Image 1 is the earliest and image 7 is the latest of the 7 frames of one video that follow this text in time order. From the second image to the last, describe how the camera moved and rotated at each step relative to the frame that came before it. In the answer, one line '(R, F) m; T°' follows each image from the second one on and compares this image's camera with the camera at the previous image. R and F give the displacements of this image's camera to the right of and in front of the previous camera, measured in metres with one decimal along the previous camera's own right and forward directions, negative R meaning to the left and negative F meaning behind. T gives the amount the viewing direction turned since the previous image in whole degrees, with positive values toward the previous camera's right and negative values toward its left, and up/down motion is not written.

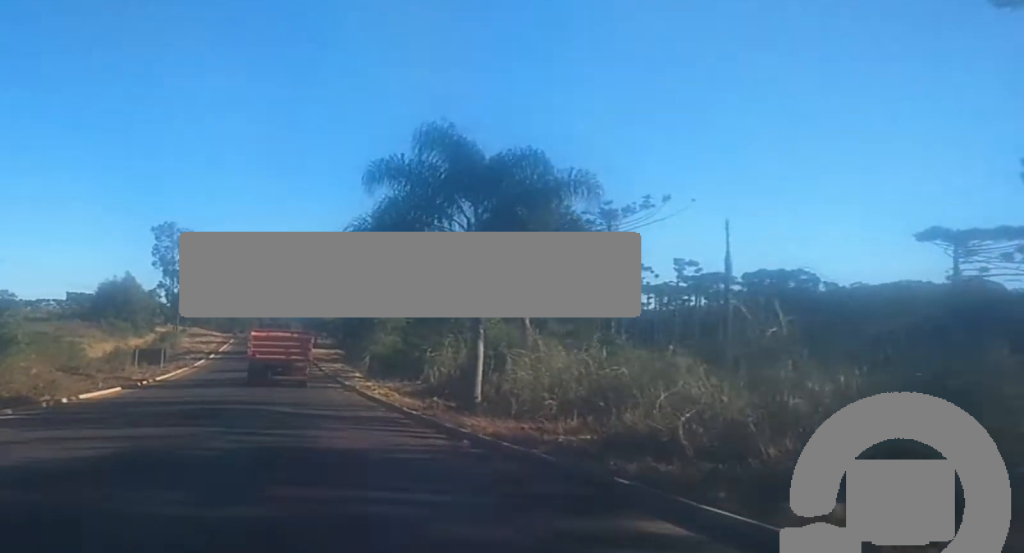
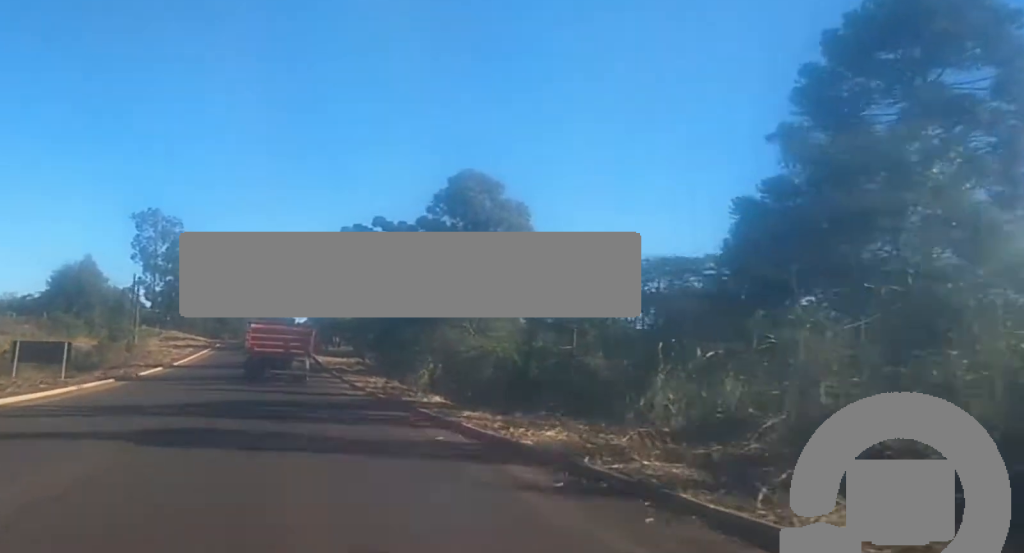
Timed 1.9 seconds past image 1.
(+0.4, +34.7) m; +1°
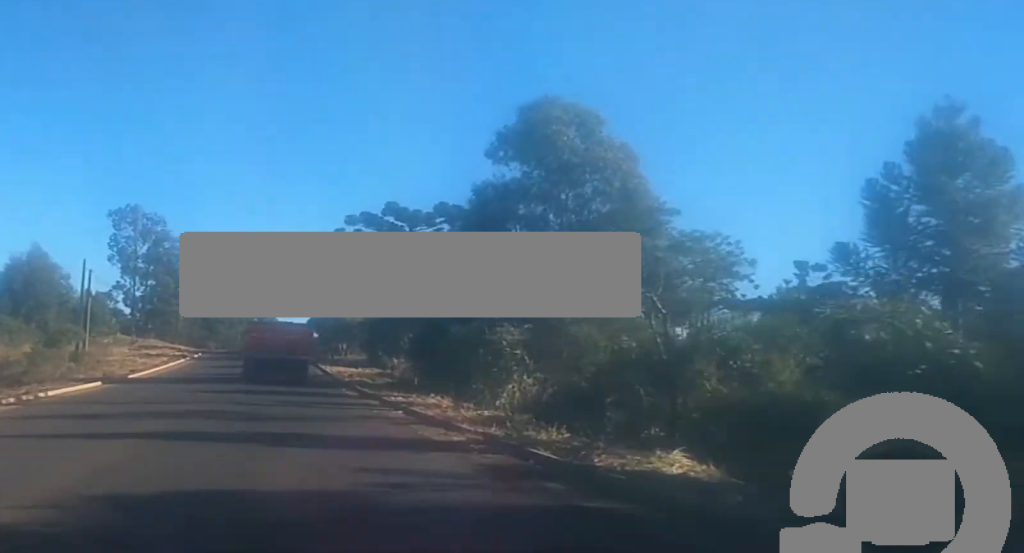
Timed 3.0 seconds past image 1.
(-0.3, +20.6) m; -1°
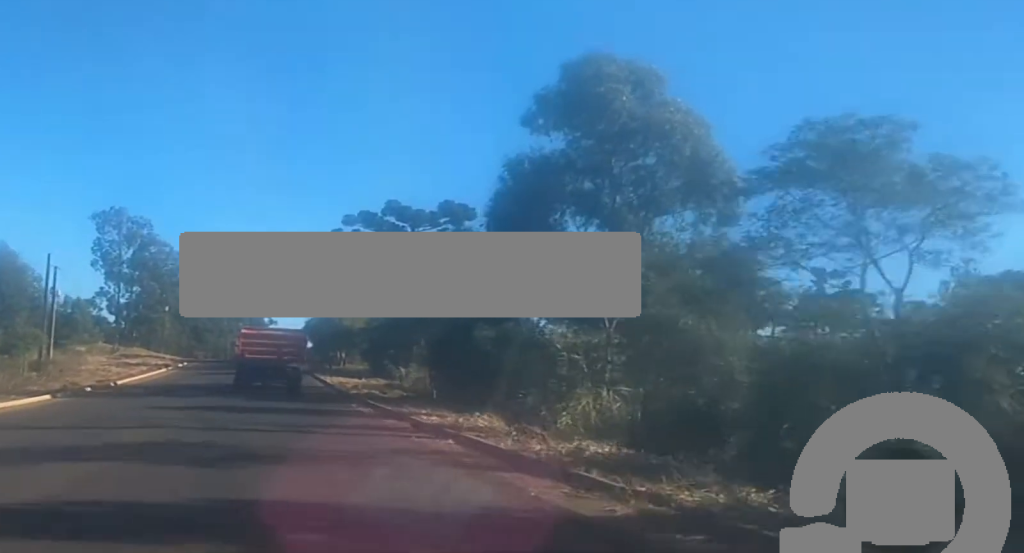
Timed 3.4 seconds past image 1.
(0.0, +8.1) m; -1°
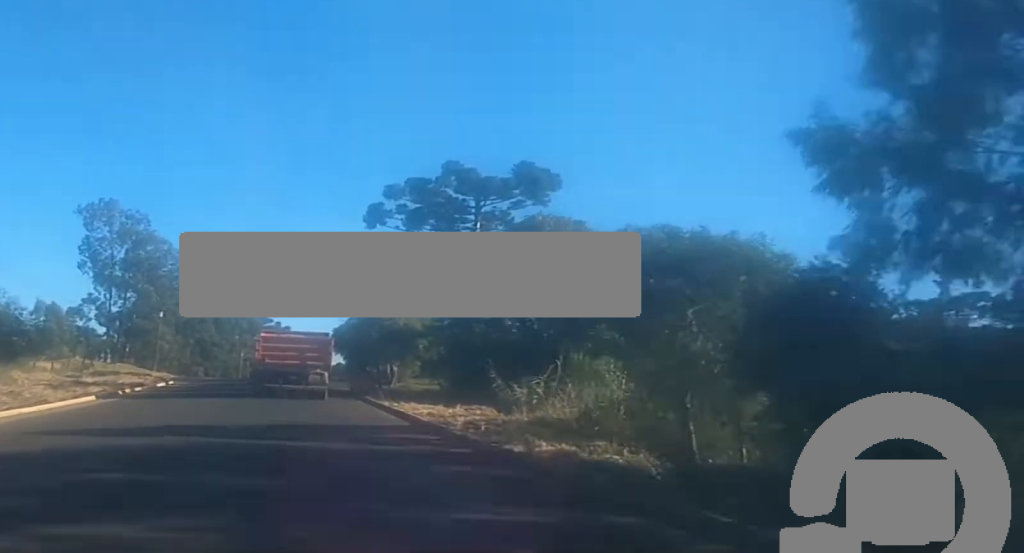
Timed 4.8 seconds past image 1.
(-0.5, +26.9) m; -2°
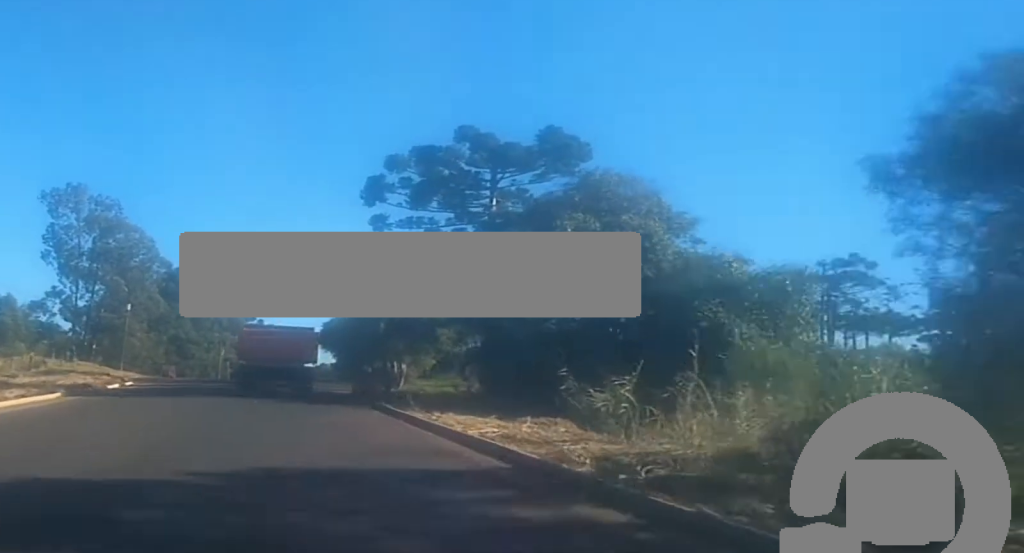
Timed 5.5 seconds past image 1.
(0.0, +11.8) m; +1°
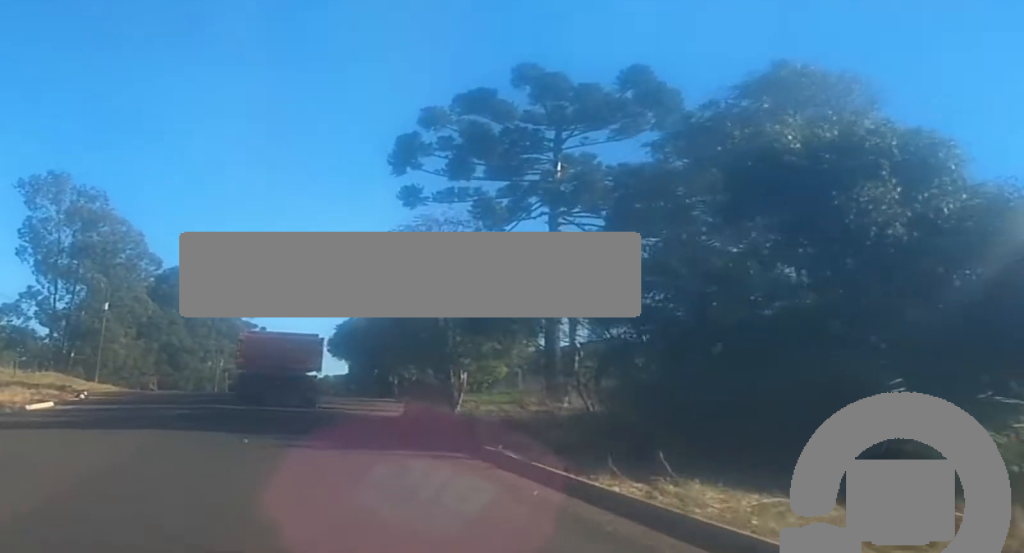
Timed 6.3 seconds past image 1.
(+0.2, +15.9) m; +1°
